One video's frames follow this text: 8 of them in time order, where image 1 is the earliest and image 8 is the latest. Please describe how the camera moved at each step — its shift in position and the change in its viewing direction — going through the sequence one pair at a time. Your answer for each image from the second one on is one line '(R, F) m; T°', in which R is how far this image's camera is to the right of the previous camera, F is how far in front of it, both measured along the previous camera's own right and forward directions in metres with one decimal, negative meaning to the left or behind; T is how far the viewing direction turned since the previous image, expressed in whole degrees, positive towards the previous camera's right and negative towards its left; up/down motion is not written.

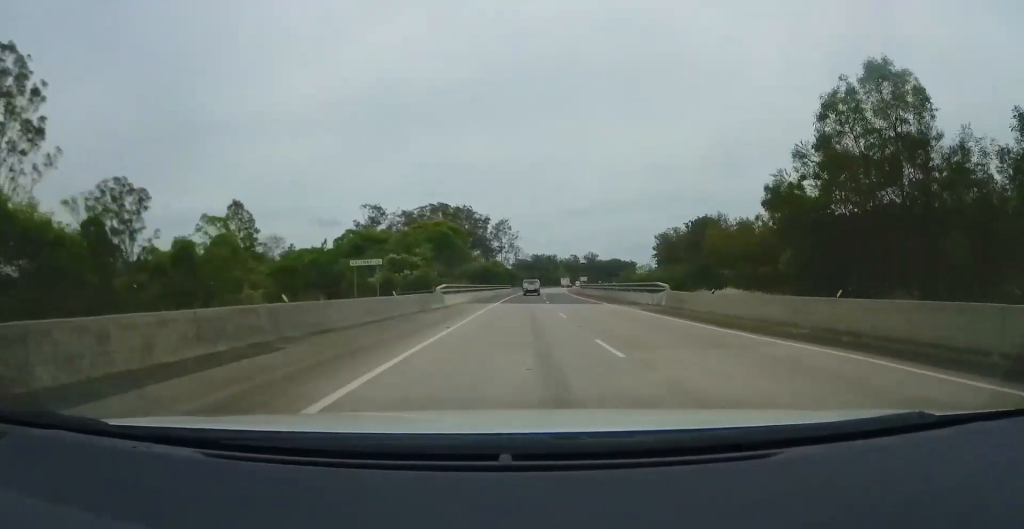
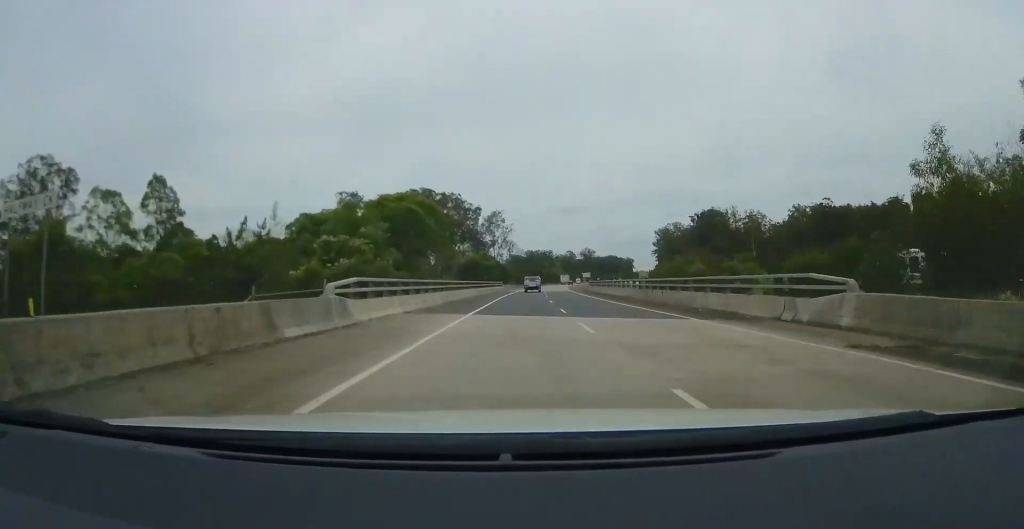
(+0.2, +18.1) m; 0°
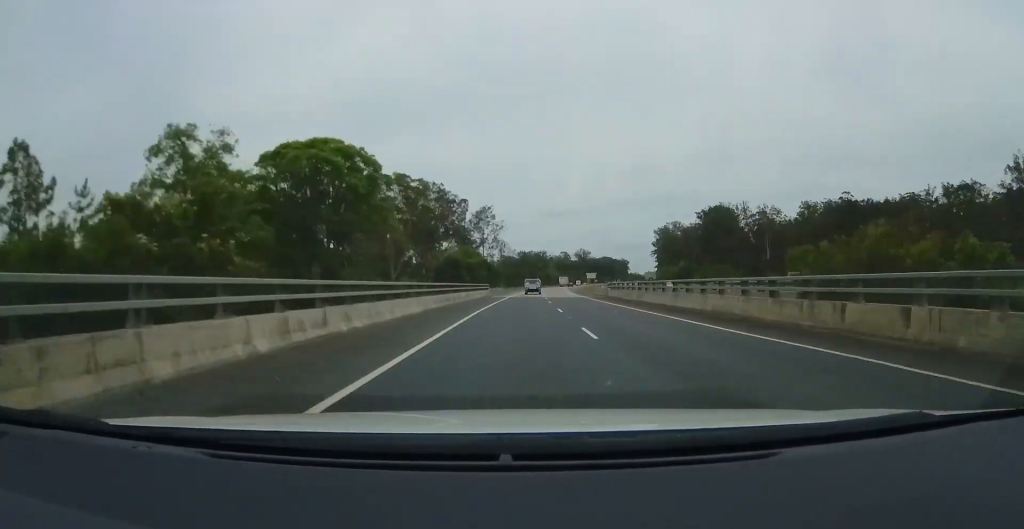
(-0.1, +20.6) m; 0°
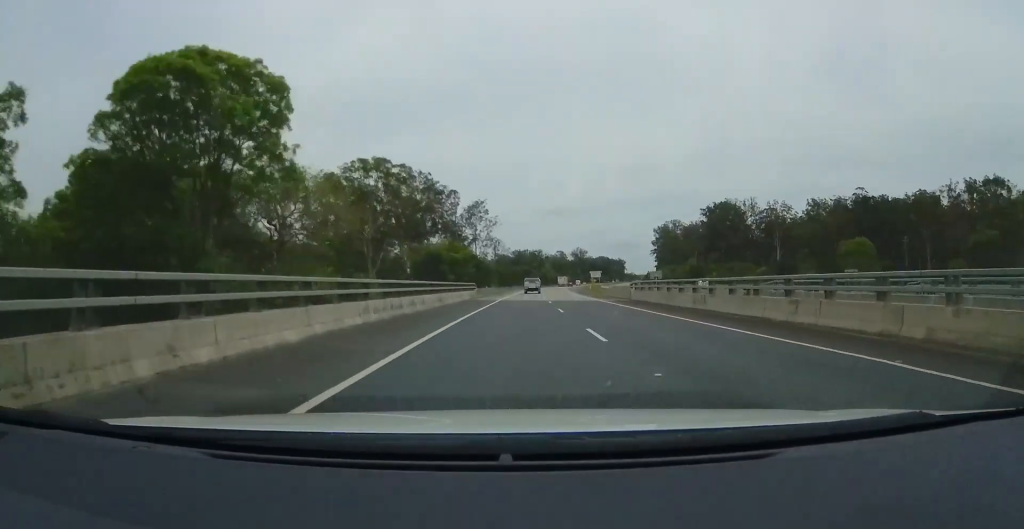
(-0.1, +13.4) m; 0°
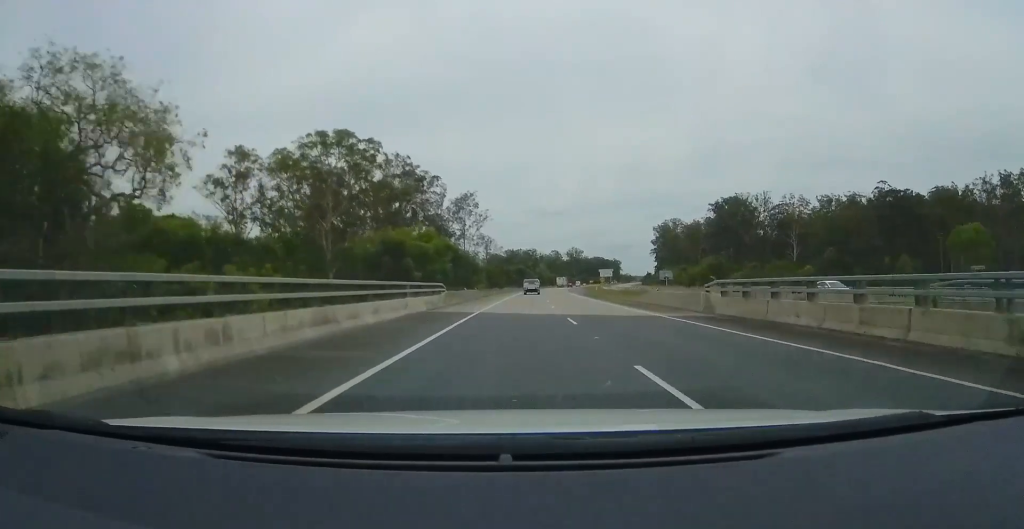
(+0.3, +18.2) m; 0°
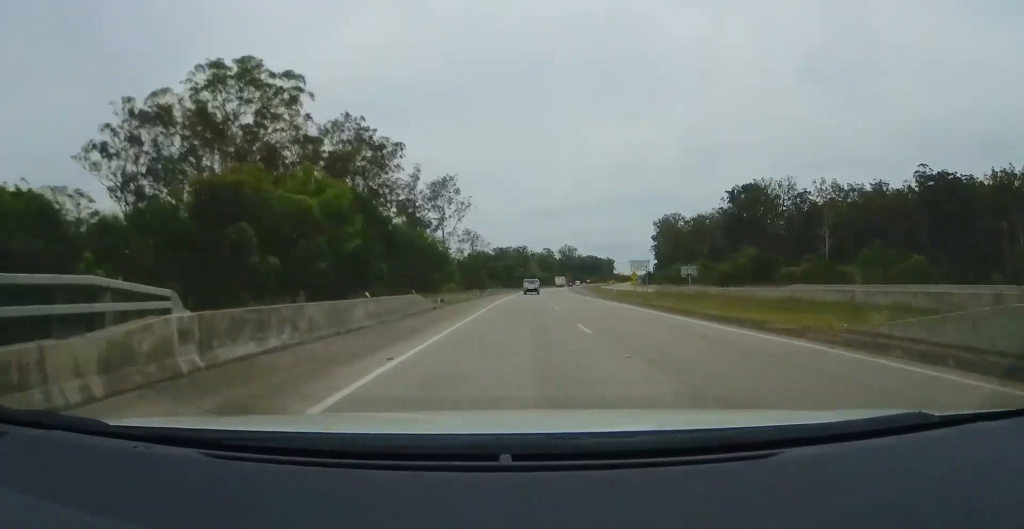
(0.0, +27.9) m; +1°
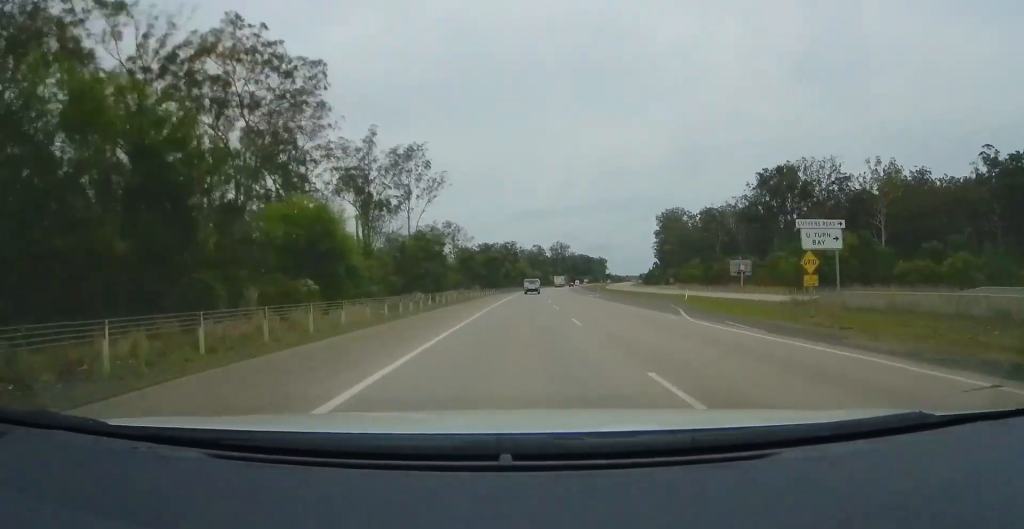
(+0.7, +32.7) m; +2°
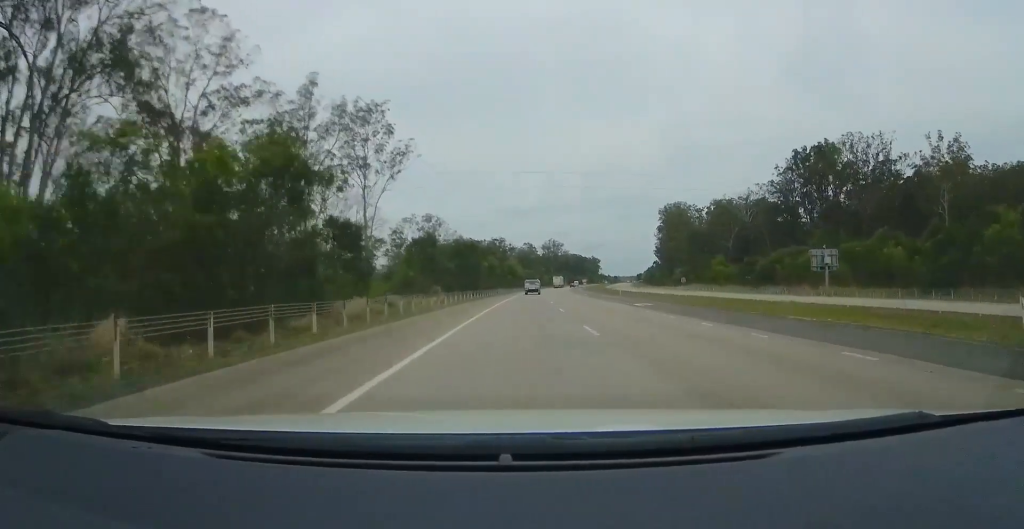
(+0.4, +28.0) m; +1°
